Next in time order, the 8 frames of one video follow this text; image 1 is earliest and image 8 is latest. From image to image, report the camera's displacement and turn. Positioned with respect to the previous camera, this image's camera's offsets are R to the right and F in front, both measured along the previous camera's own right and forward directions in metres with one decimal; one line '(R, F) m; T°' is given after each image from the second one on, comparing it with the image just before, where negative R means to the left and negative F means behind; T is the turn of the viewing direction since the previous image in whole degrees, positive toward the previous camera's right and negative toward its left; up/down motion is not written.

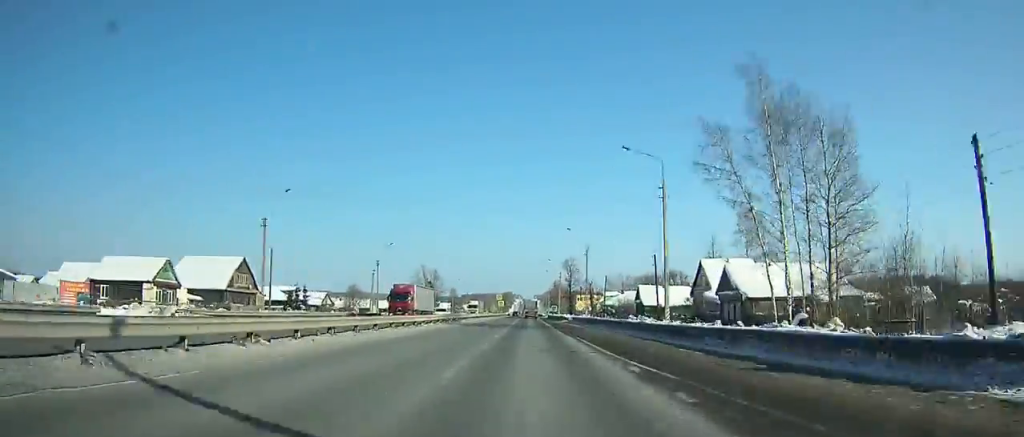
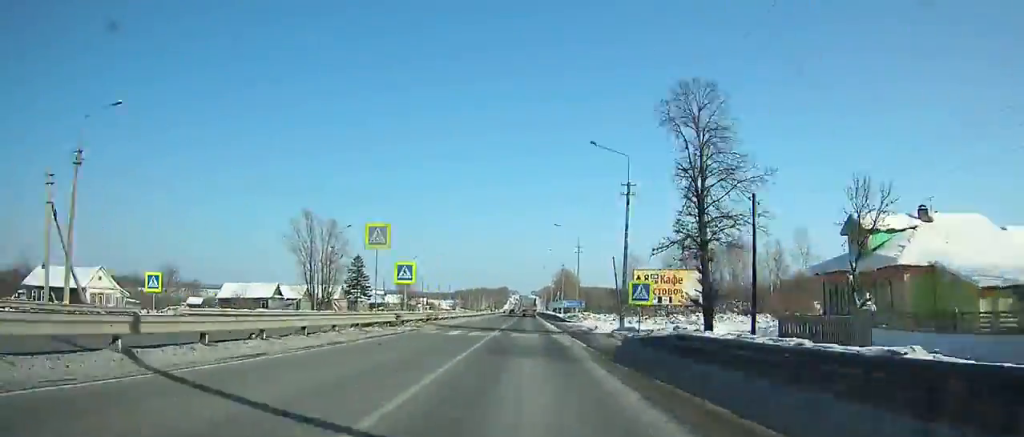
(+0.1, +106.7) m; 0°
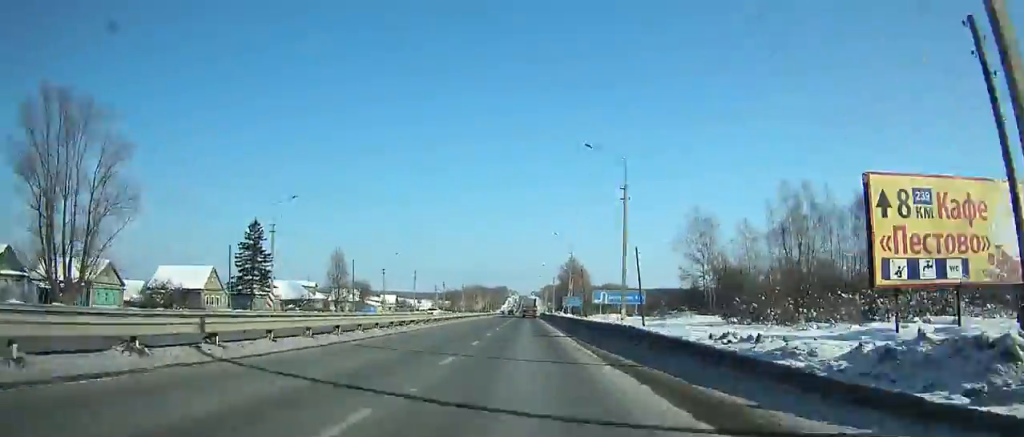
(+0.3, +59.4) m; 0°
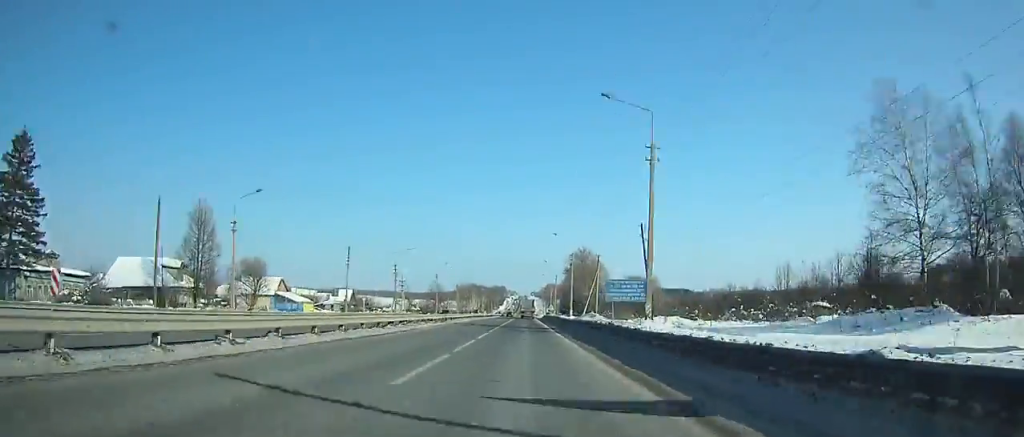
(0.0, +50.0) m; 0°
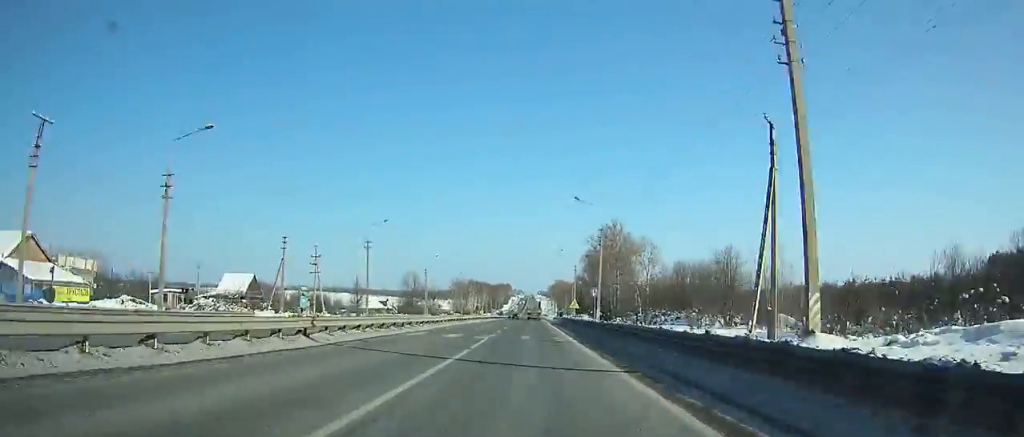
(-0.3, +58.4) m; 0°
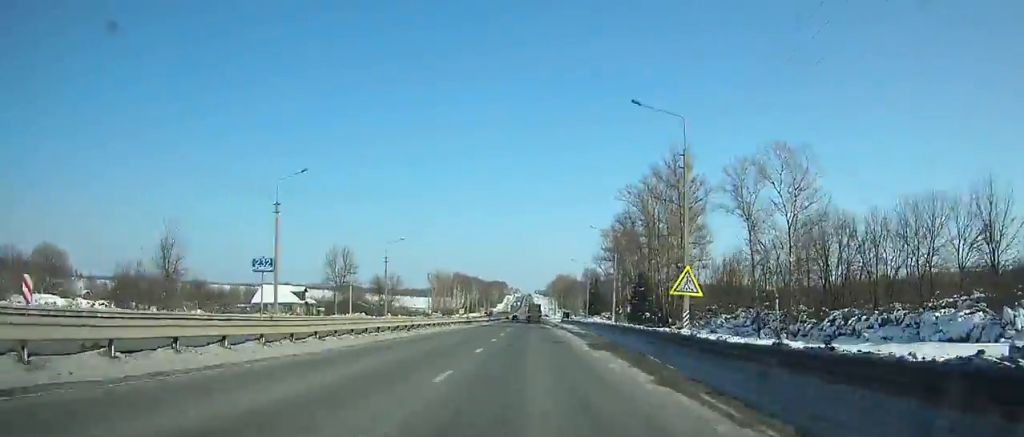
(-0.1, +65.1) m; 0°
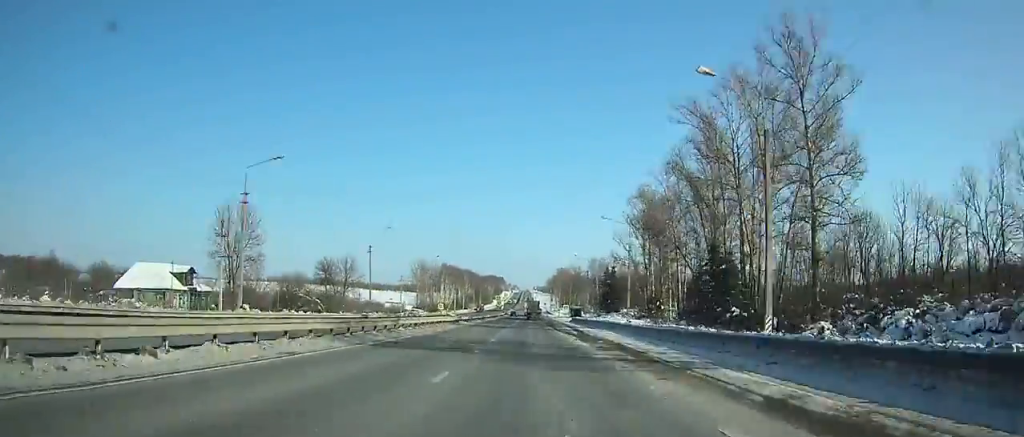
(0.0, +40.7) m; 0°
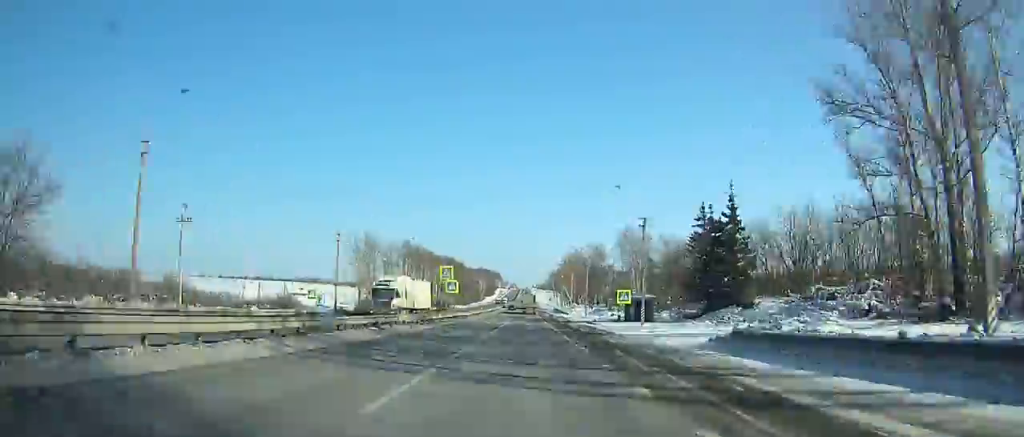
(+0.1, +86.7) m; 0°
